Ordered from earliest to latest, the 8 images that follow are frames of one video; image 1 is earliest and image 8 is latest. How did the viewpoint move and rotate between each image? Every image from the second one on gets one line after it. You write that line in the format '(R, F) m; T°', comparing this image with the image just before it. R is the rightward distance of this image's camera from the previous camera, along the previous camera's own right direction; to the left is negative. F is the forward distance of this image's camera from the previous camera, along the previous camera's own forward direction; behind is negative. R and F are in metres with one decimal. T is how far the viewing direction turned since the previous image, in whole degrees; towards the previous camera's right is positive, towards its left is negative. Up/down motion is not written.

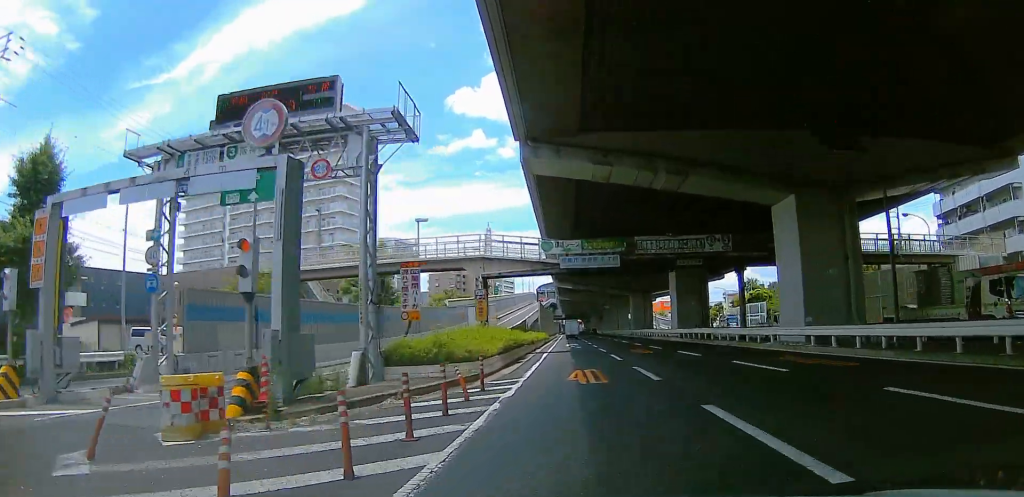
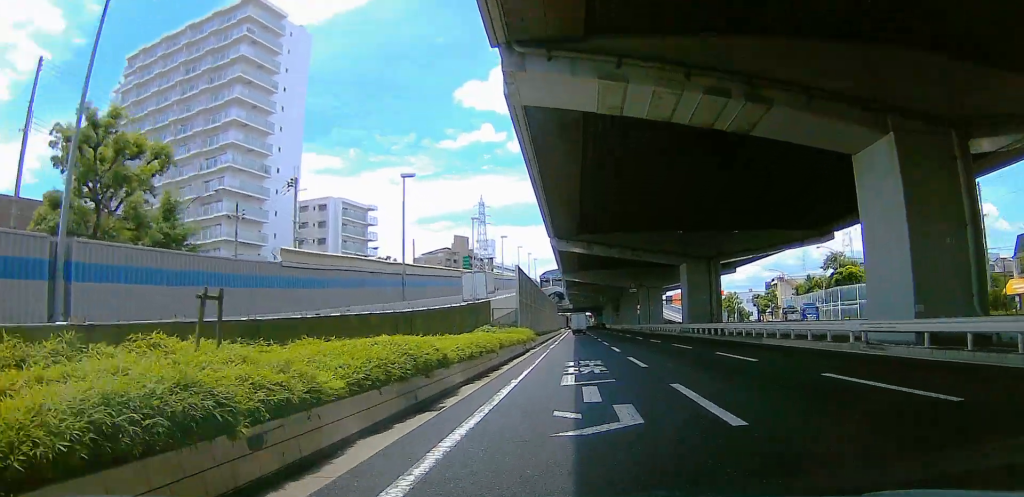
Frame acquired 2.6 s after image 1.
(+4.0, +36.4) m; +10°
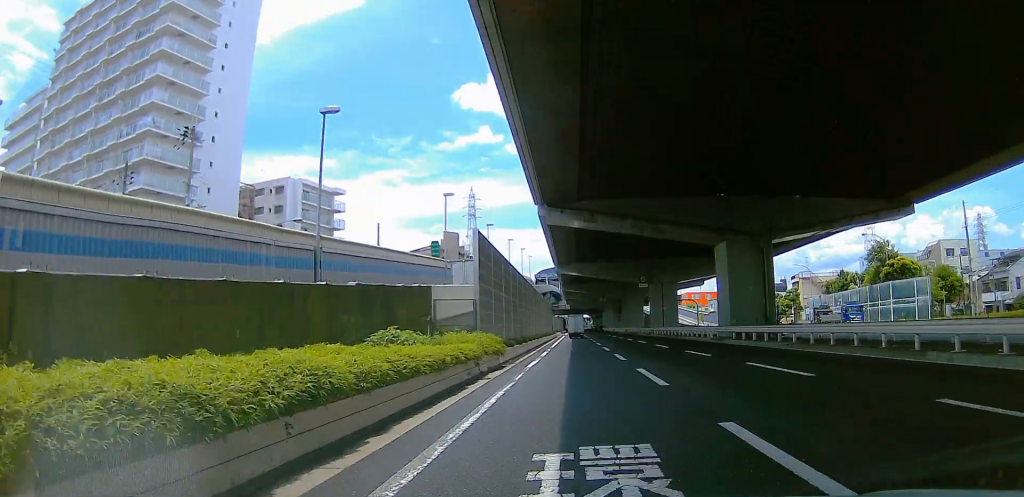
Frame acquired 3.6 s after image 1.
(-0.8, +14.9) m; -4°
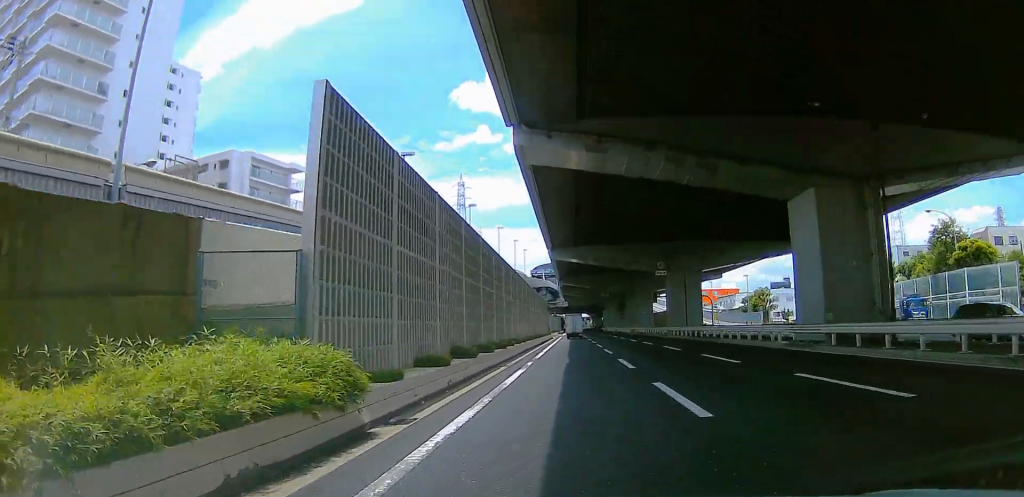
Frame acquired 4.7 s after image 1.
(-0.4, +14.9) m; -3°
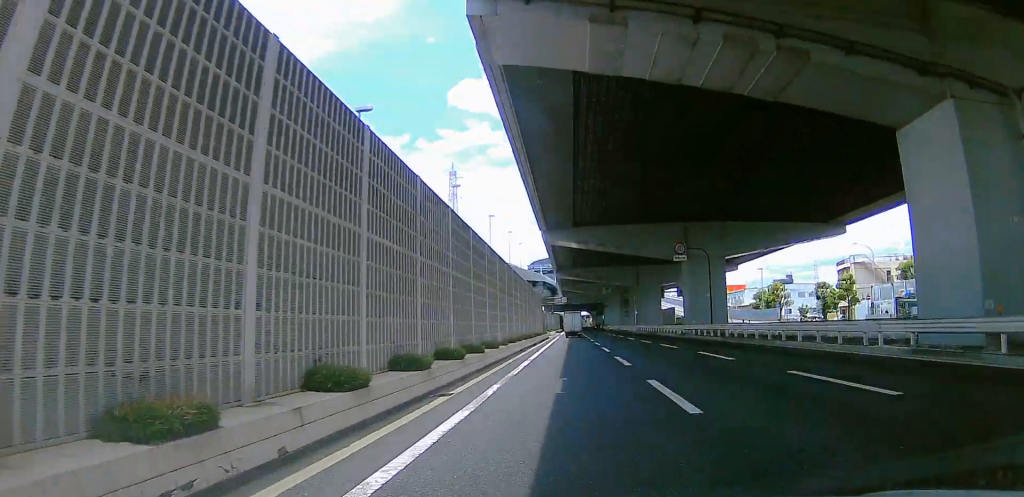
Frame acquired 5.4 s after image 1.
(-0.3, +10.0) m; -1°
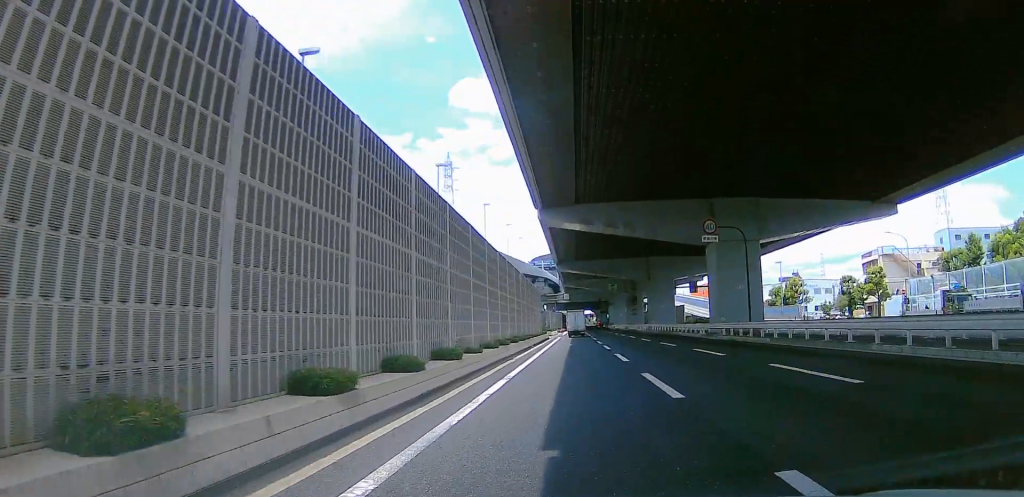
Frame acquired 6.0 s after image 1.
(-0.1, +8.9) m; +1°
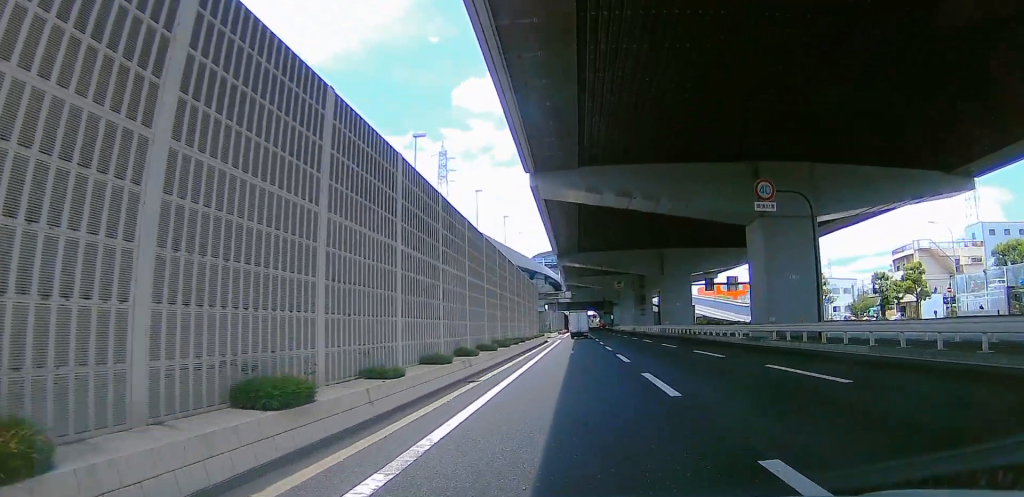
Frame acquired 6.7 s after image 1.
(+0.3, +9.6) m; -2°
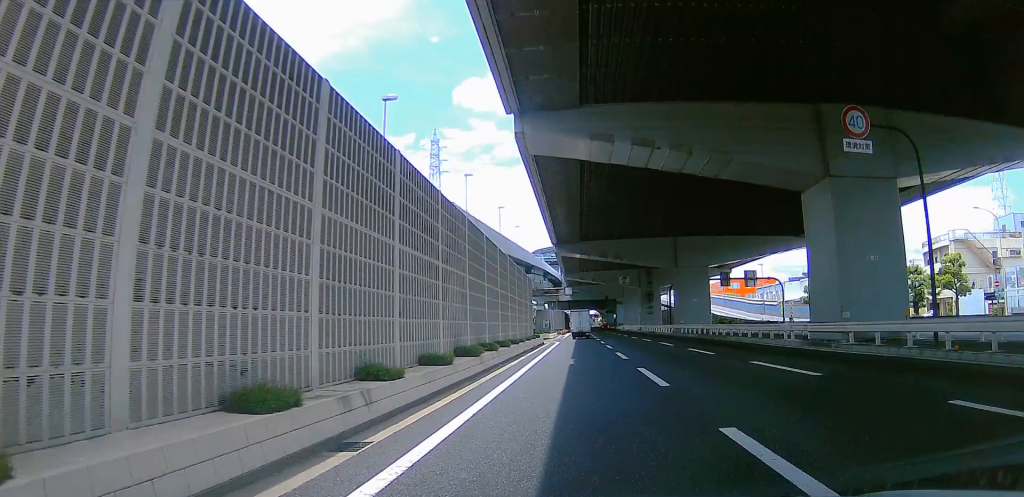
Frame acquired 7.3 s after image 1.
(+0.2, +8.4) m; -2°
